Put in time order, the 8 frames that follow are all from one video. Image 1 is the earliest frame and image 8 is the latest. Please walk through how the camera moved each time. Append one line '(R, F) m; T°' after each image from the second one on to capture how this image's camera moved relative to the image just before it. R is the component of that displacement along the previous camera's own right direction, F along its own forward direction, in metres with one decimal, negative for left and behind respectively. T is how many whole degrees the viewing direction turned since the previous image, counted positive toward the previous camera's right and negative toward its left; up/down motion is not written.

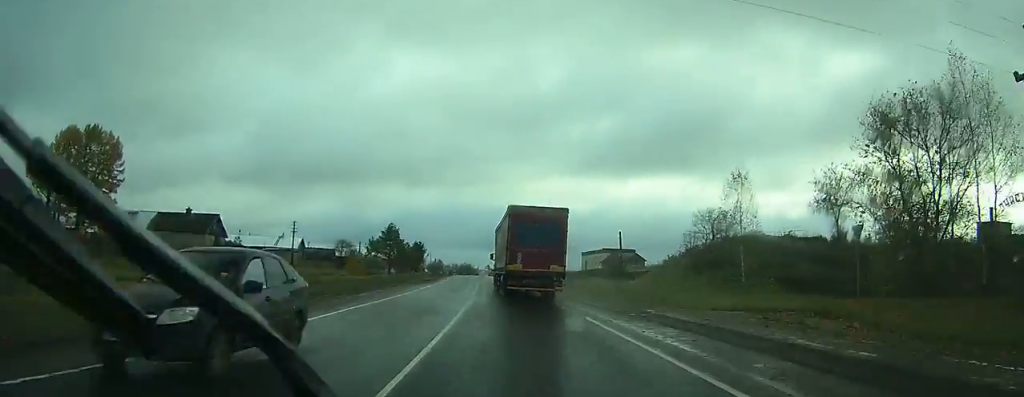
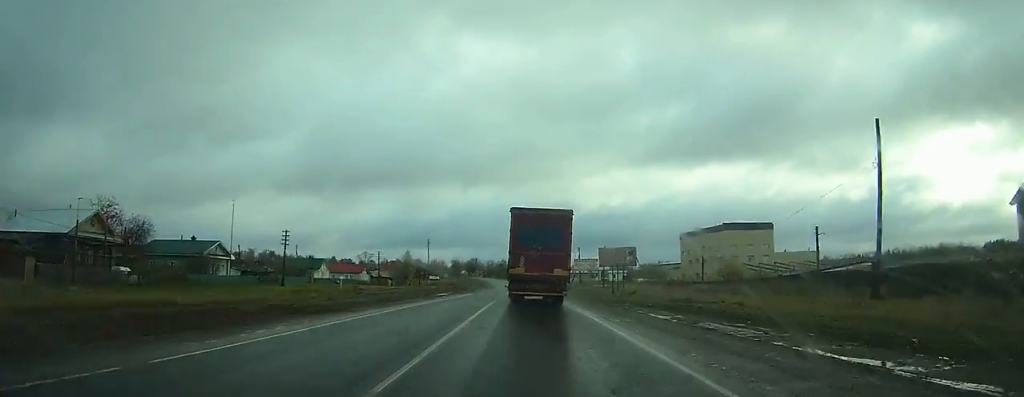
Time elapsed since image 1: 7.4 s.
(-11.4, +124.6) m; -6°
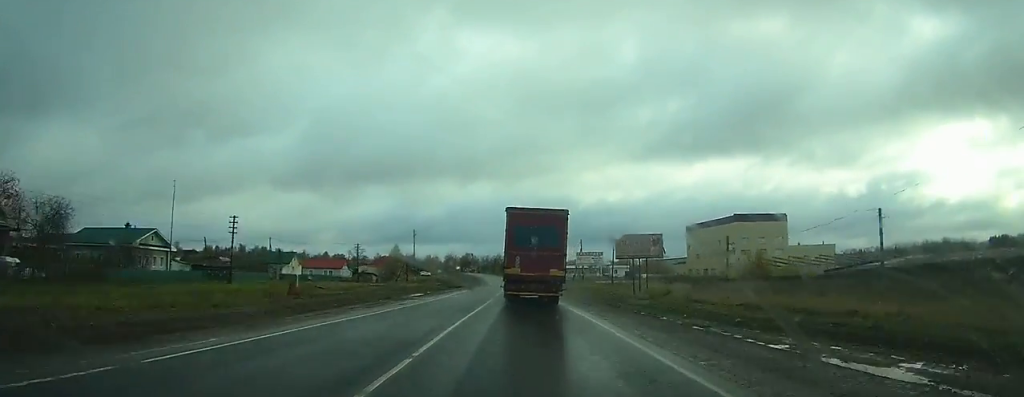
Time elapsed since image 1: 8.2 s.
(0.0, +13.8) m; 0°
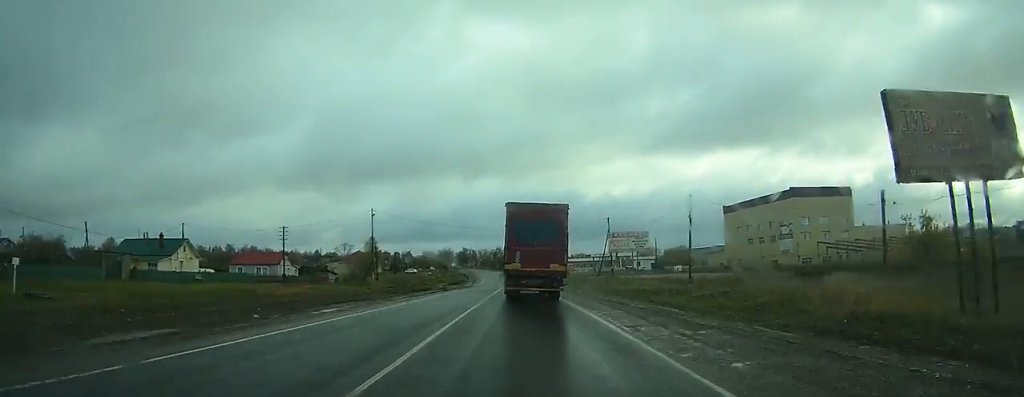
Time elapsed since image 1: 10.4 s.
(-0.1, +38.1) m; 0°
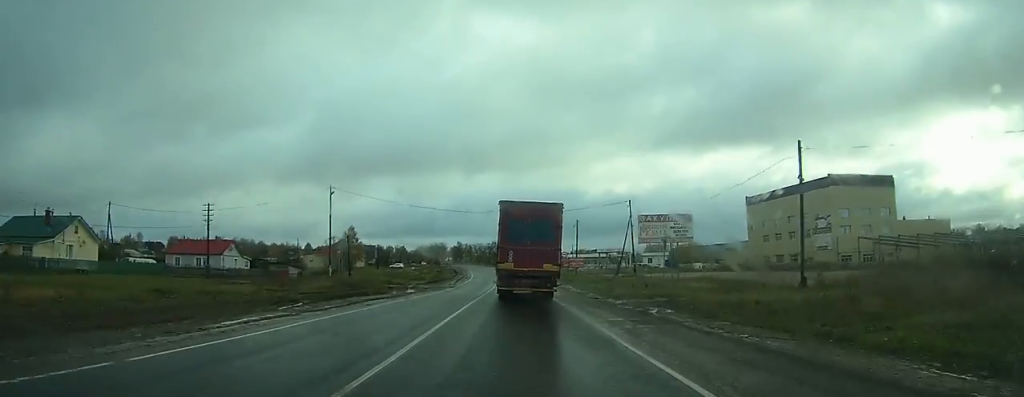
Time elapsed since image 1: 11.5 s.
(0.0, +19.6) m; 0°
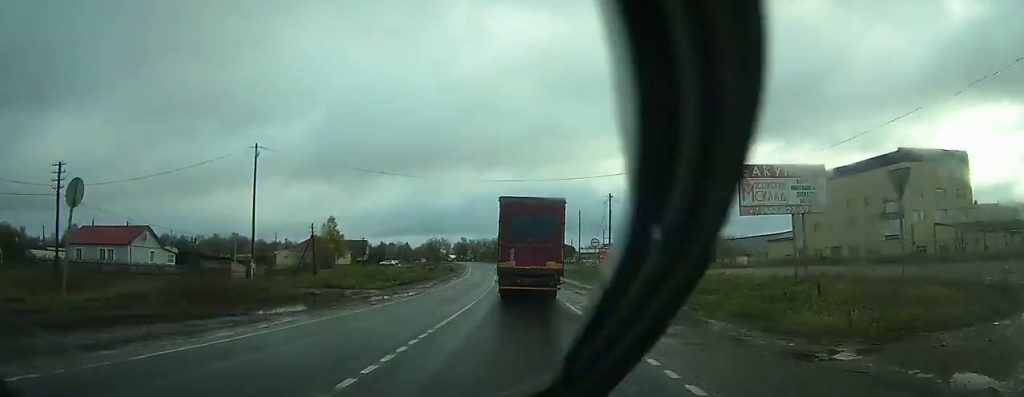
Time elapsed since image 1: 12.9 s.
(0.0, +23.1) m; 0°
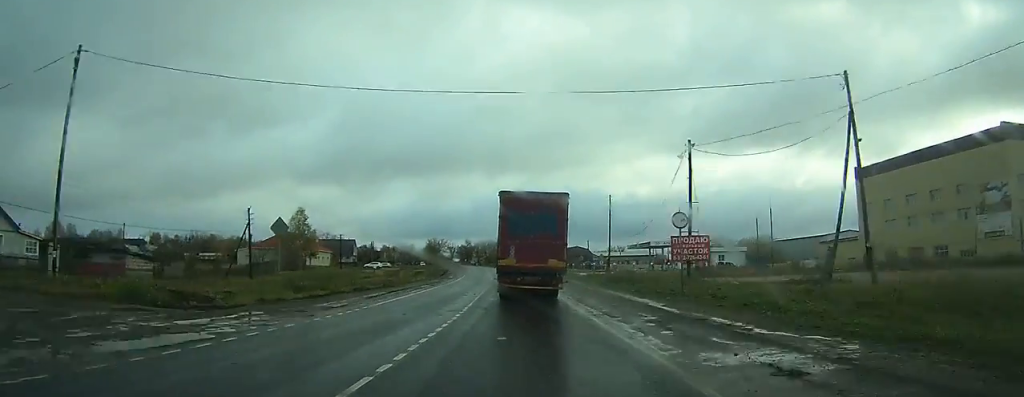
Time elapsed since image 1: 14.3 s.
(+0.1, +24.0) m; -1°
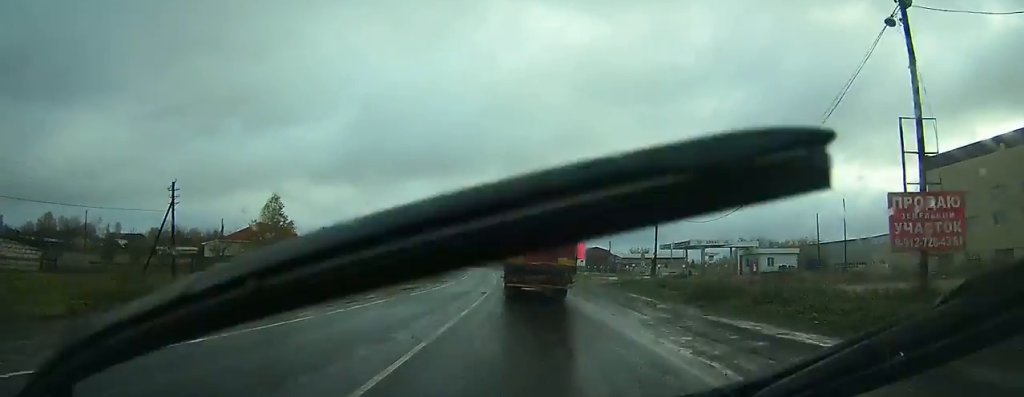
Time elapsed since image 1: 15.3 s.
(-0.2, +18.1) m; -1°
